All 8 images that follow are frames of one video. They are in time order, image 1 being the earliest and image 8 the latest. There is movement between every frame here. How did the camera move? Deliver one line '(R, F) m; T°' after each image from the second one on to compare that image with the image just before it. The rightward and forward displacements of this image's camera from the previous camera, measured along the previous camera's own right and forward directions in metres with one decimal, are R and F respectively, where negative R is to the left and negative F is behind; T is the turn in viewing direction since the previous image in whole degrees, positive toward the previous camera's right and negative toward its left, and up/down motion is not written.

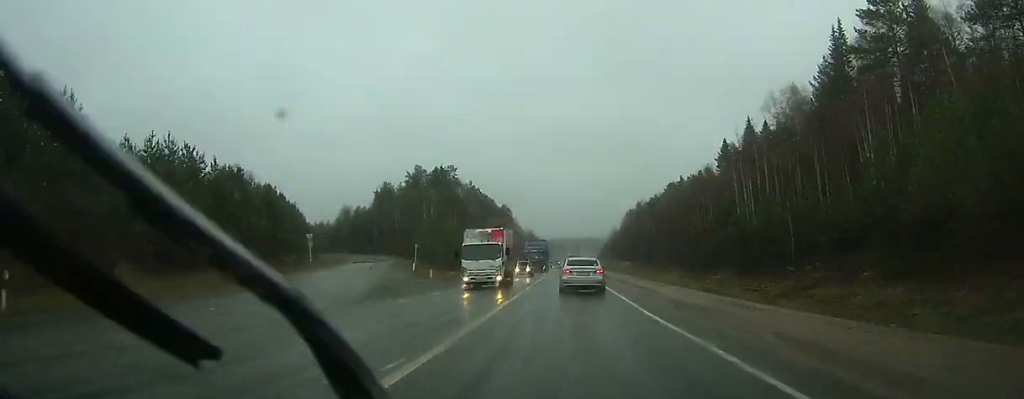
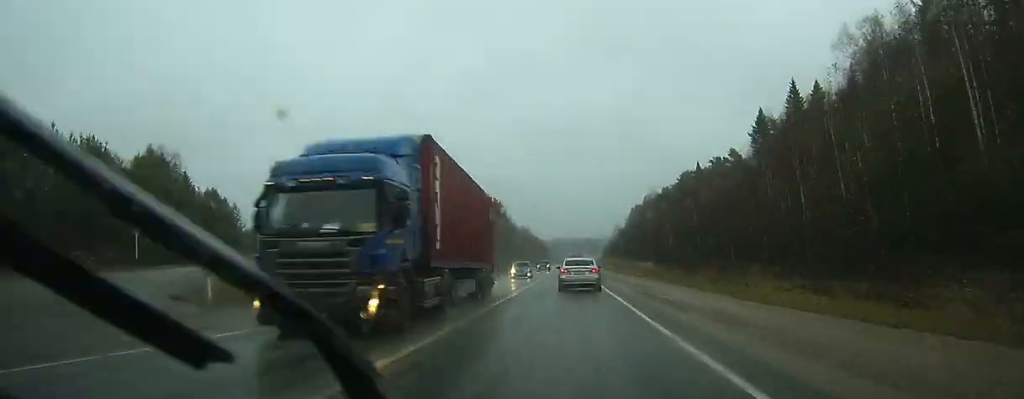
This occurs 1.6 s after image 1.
(+0.1, +30.2) m; 0°
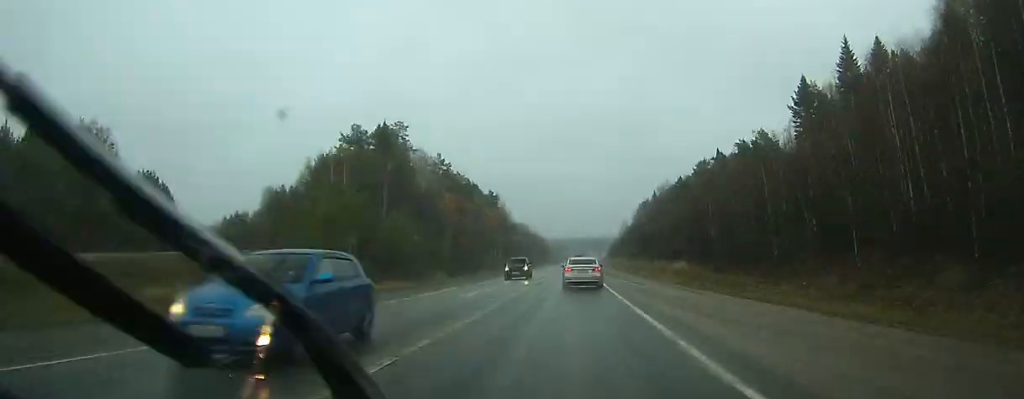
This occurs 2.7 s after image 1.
(-0.2, +21.7) m; 0°
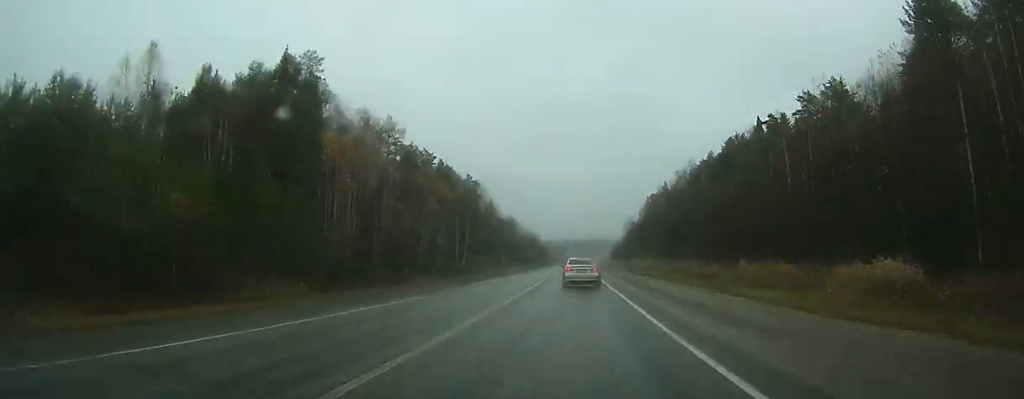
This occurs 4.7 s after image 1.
(+0.2, +39.1) m; 0°
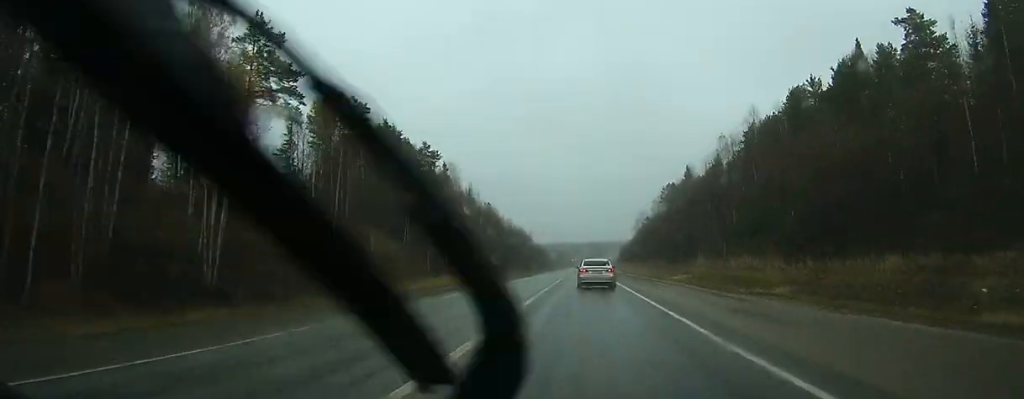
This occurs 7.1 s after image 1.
(+0.1, +47.7) m; 0°
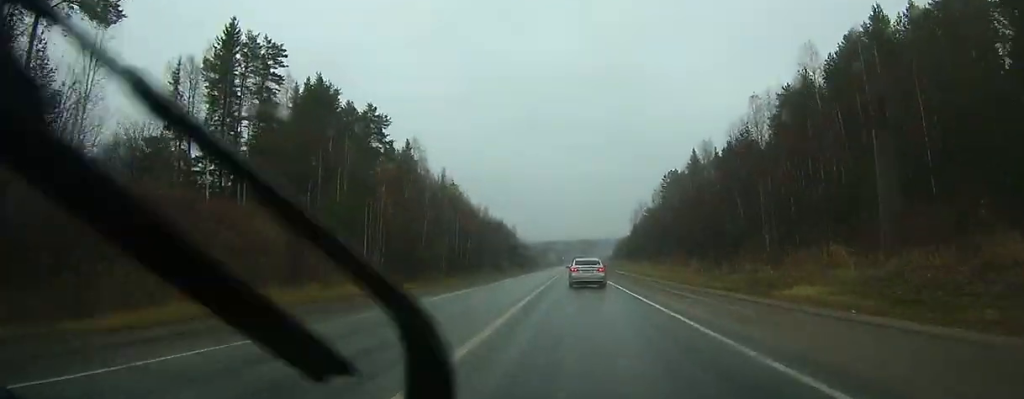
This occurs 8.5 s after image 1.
(0.0, +26.7) m; 0°
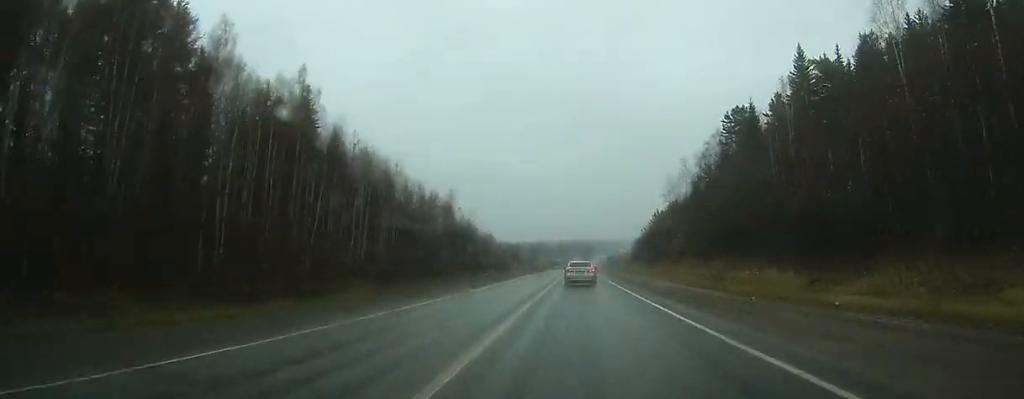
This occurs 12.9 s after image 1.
(+0.9, +89.2) m; +1°
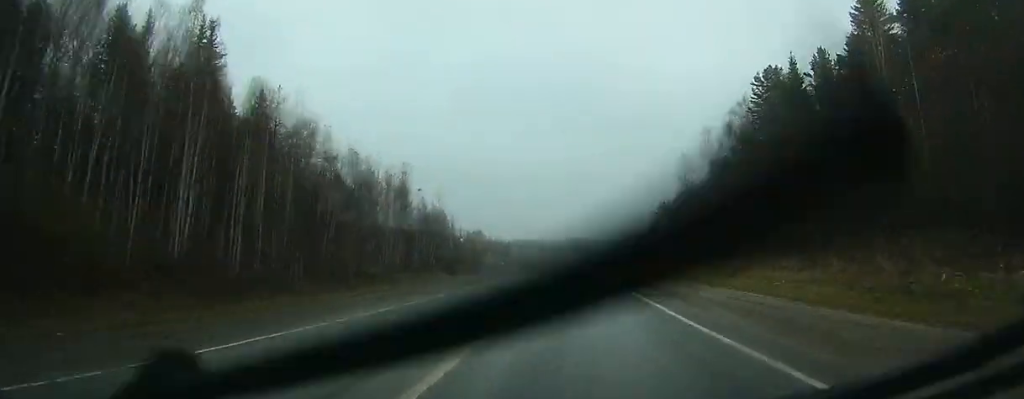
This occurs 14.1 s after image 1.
(+0.1, +24.4) m; 0°
